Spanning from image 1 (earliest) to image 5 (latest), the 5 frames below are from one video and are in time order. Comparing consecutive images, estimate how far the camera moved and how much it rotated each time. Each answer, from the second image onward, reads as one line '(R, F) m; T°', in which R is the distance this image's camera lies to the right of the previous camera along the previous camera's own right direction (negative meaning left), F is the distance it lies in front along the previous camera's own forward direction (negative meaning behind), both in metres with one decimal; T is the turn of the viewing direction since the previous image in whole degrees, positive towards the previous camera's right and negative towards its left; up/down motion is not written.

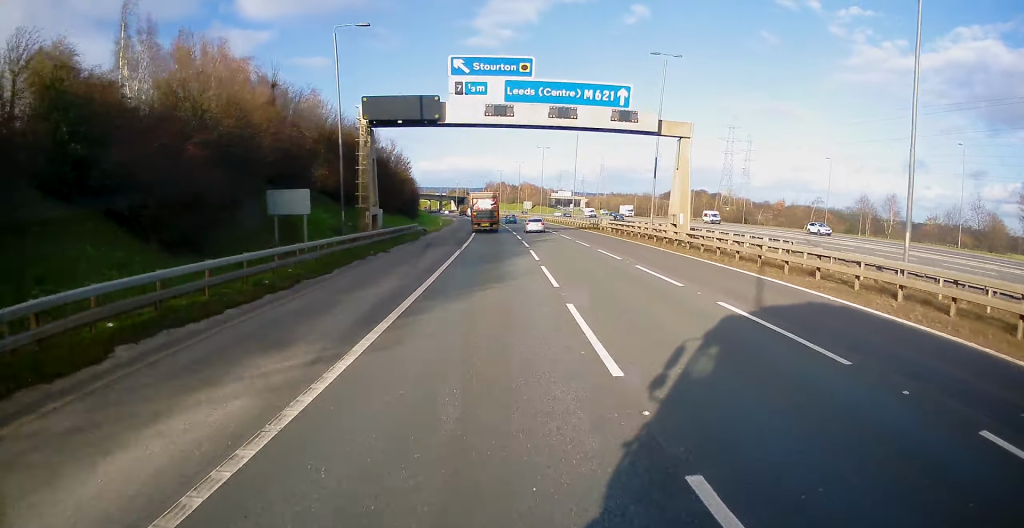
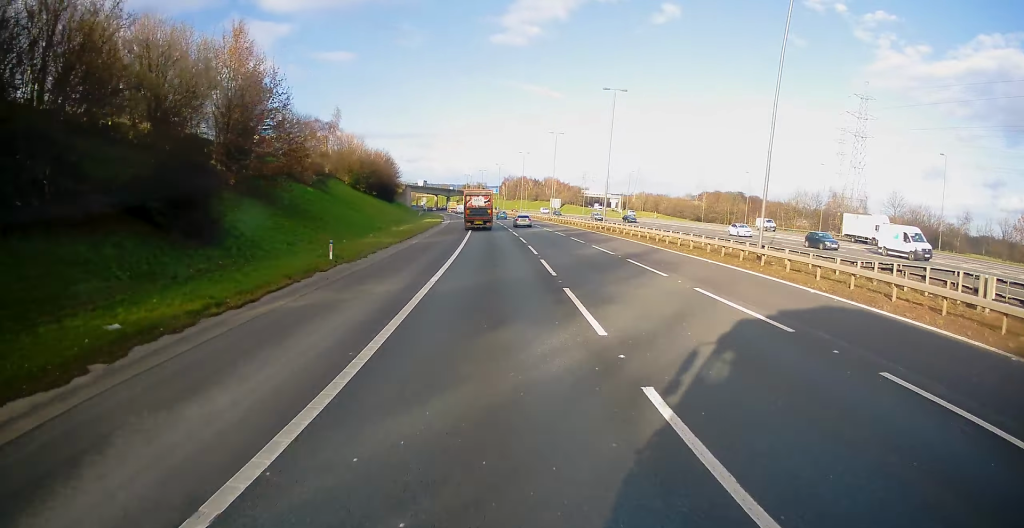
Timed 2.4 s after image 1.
(-0.6, +60.8) m; -1°
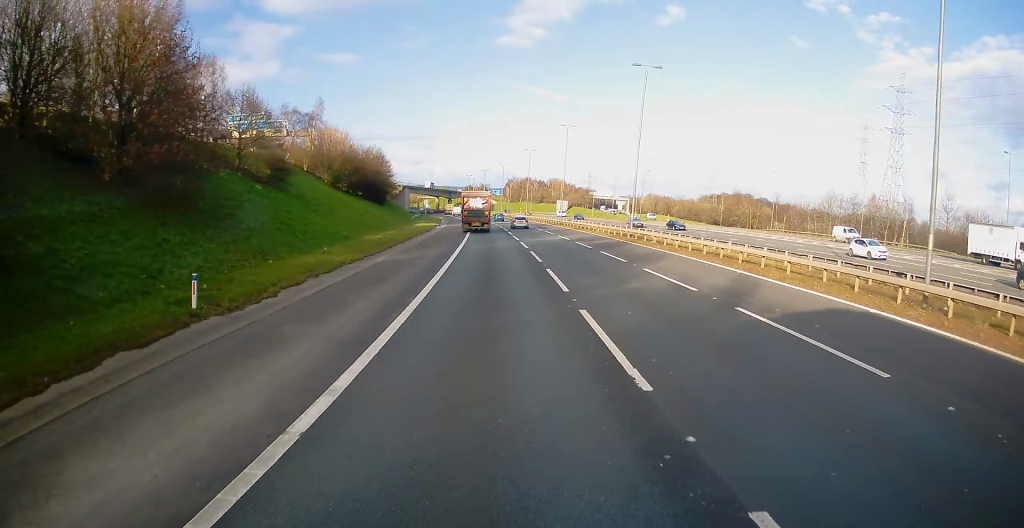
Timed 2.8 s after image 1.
(0.0, +11.9) m; -1°
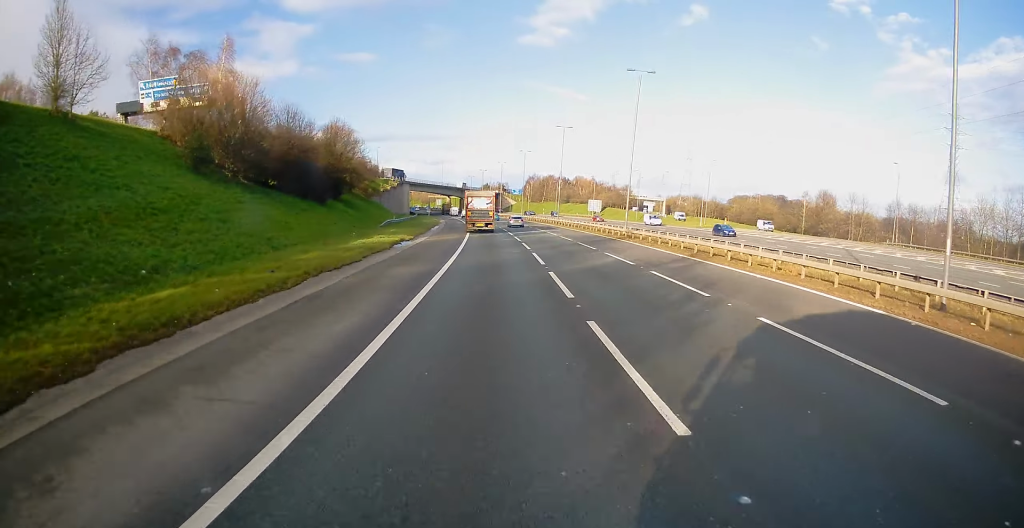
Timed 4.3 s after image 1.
(-0.8, +37.1) m; -2°
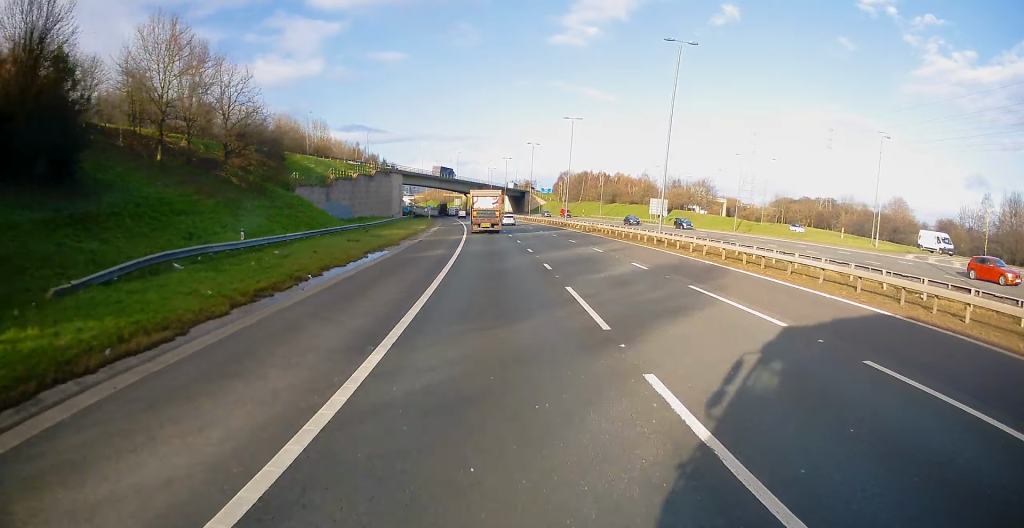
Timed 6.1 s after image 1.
(-0.5, +48.7) m; -1°
